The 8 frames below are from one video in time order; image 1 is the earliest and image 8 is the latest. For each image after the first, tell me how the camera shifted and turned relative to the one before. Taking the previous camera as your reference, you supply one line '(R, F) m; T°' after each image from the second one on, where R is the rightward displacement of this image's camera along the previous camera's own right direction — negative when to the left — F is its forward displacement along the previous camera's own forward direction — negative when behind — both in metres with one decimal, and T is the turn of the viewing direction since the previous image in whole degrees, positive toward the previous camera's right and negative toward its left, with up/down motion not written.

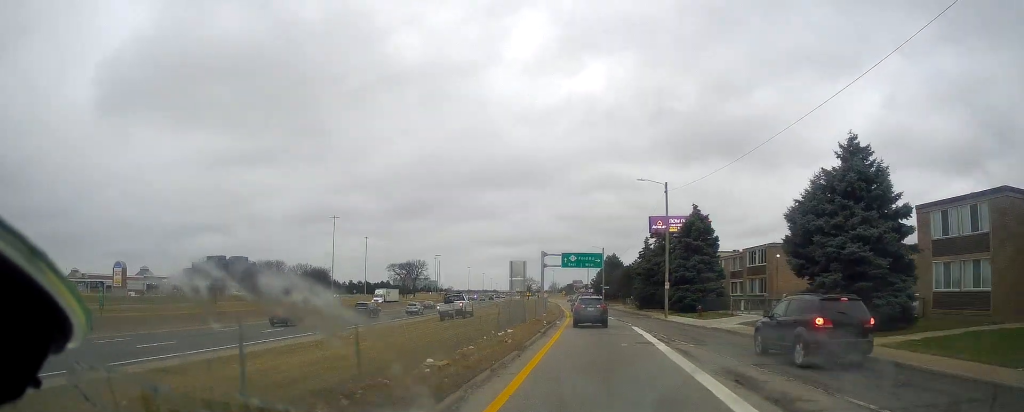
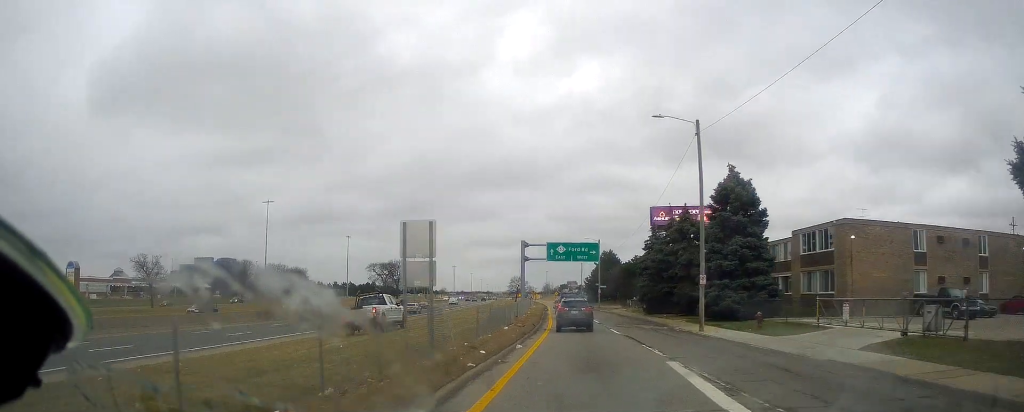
(-0.3, +16.9) m; 0°
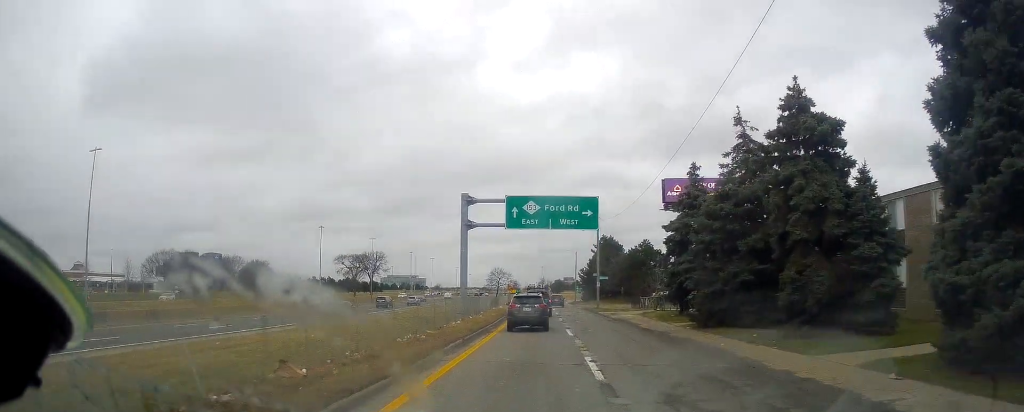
(+1.1, +27.5) m; +1°
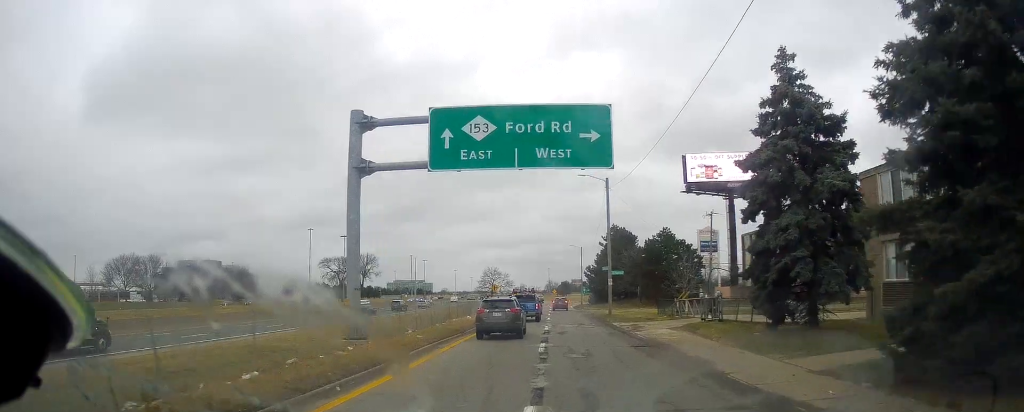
(-1.0, +17.9) m; -2°
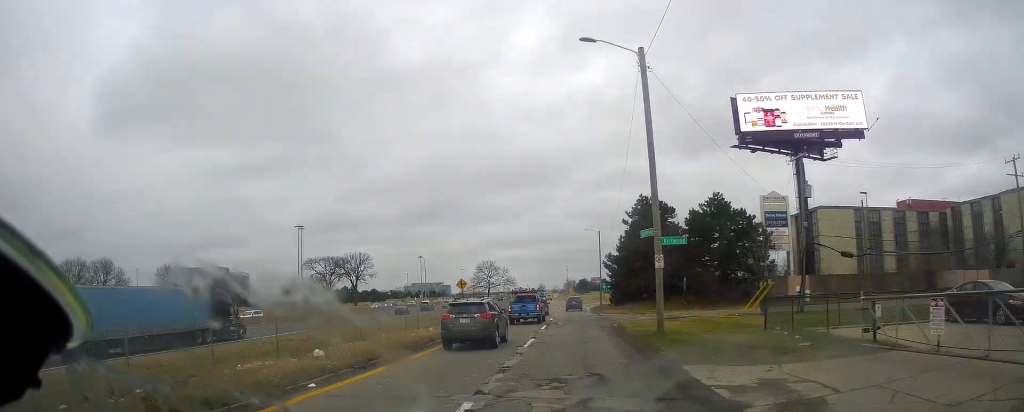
(+0.4, +23.9) m; 0°
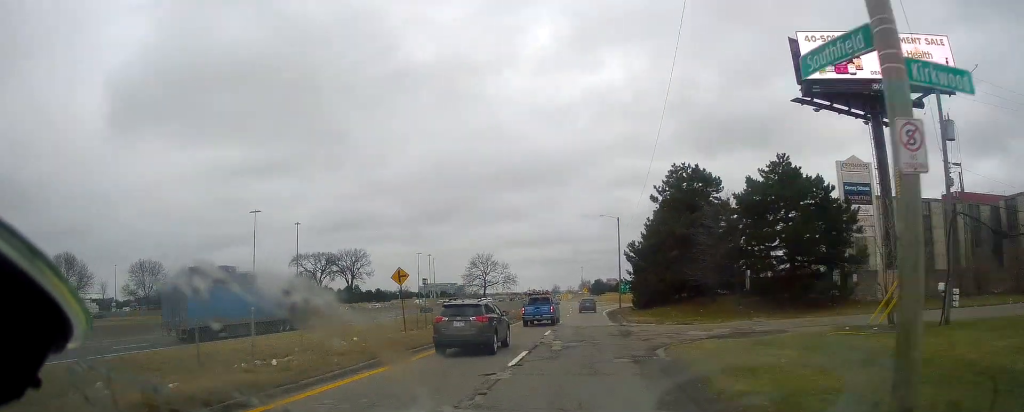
(-0.1, +16.1) m; -2°
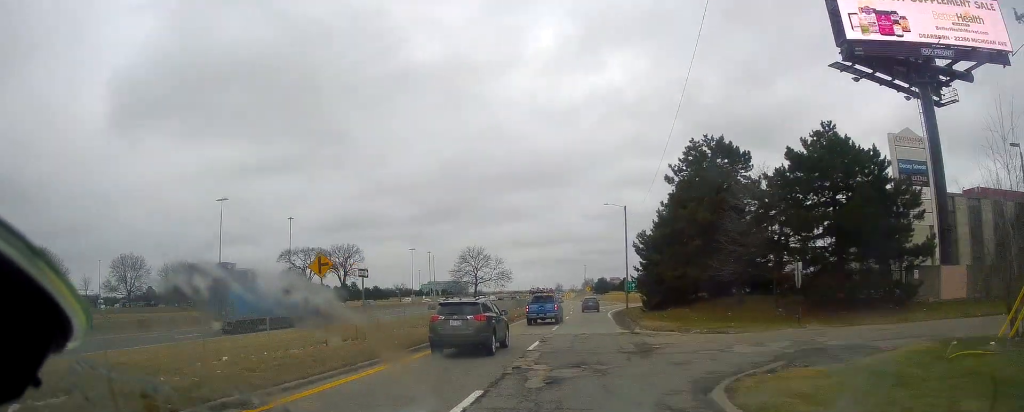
(0.0, +8.0) m; -1°
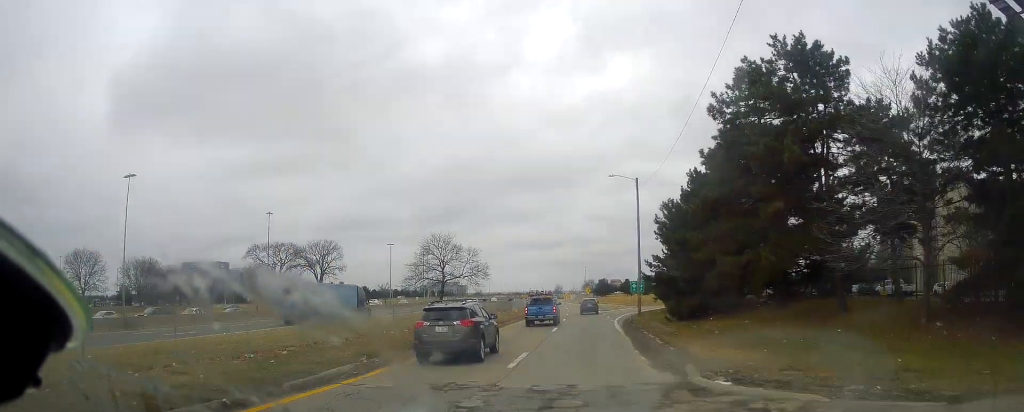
(-0.3, +15.8) m; -1°
